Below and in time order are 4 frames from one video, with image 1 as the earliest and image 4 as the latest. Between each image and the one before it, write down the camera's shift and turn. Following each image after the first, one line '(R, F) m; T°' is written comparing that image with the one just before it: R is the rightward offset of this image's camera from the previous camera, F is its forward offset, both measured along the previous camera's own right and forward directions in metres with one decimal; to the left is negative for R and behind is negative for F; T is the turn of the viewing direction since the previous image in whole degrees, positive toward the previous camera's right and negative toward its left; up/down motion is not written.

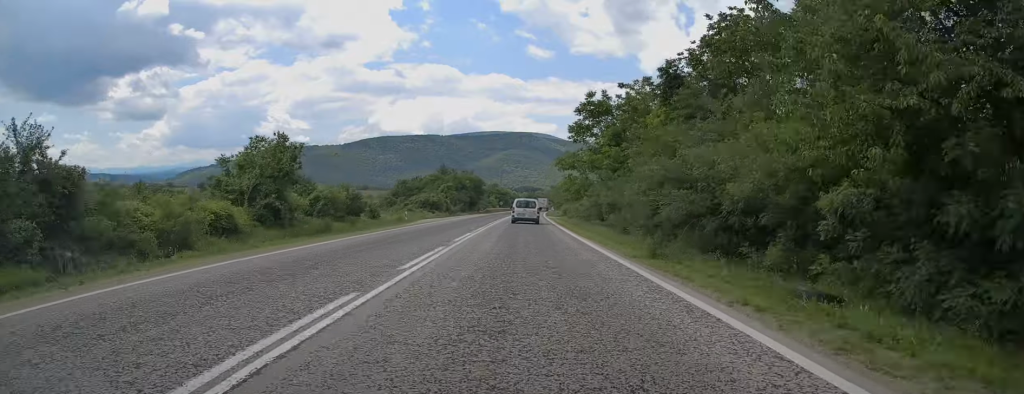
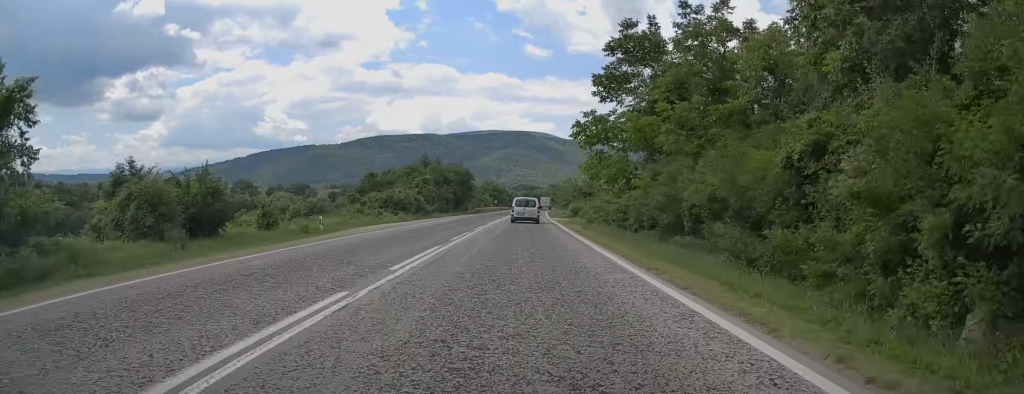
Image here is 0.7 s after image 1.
(-0.1, +17.6) m; 0°
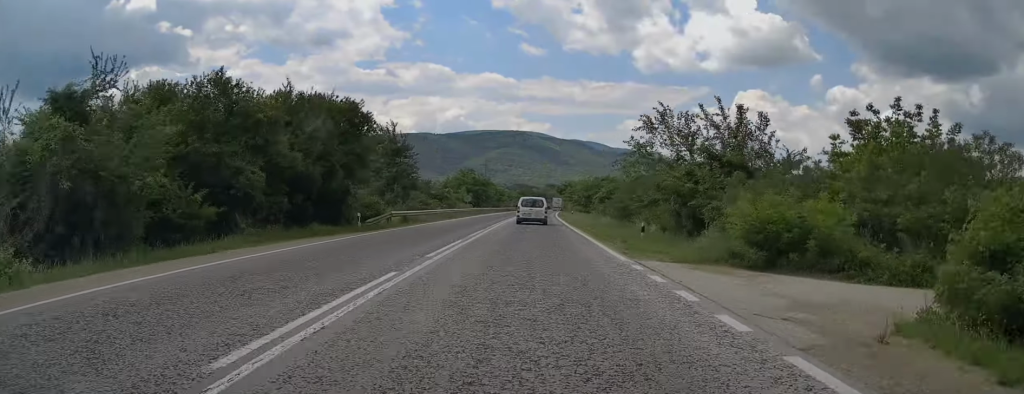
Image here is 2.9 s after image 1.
(+0.1, +50.9) m; +1°
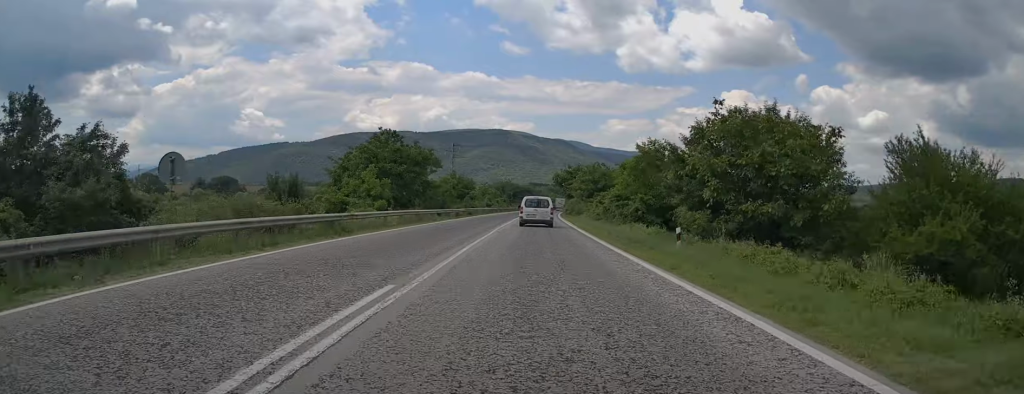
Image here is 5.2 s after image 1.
(+1.0, +54.9) m; +1°
